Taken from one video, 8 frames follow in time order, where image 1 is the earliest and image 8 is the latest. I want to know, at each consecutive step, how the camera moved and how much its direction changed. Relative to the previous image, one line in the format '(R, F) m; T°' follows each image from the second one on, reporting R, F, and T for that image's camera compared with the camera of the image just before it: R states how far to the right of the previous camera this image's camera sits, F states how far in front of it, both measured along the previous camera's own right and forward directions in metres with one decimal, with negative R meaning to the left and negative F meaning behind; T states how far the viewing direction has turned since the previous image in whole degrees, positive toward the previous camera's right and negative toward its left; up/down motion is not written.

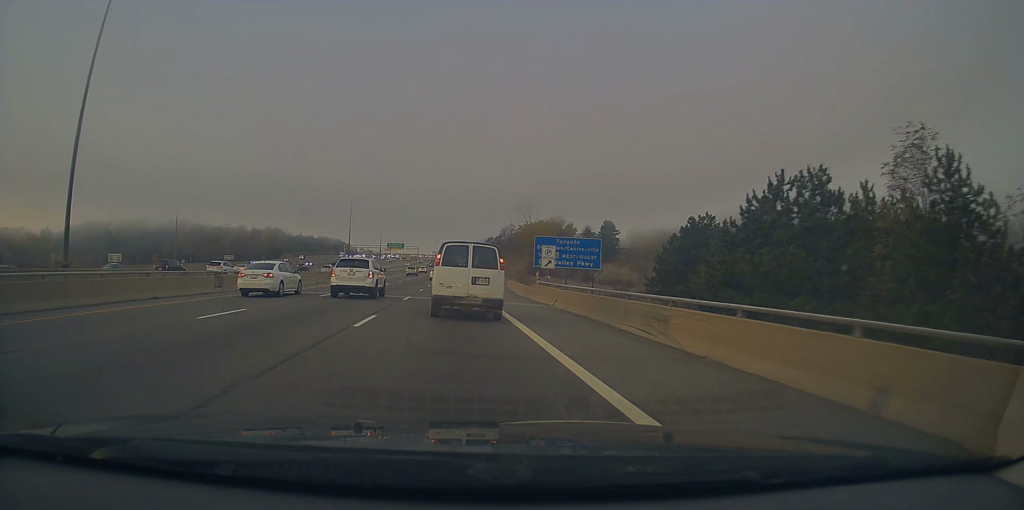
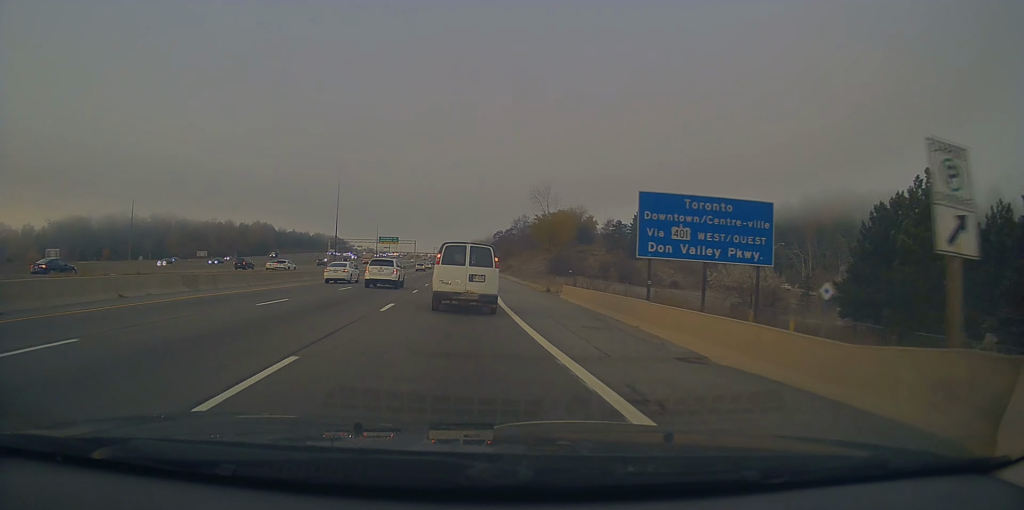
(+0.5, +32.1) m; 0°
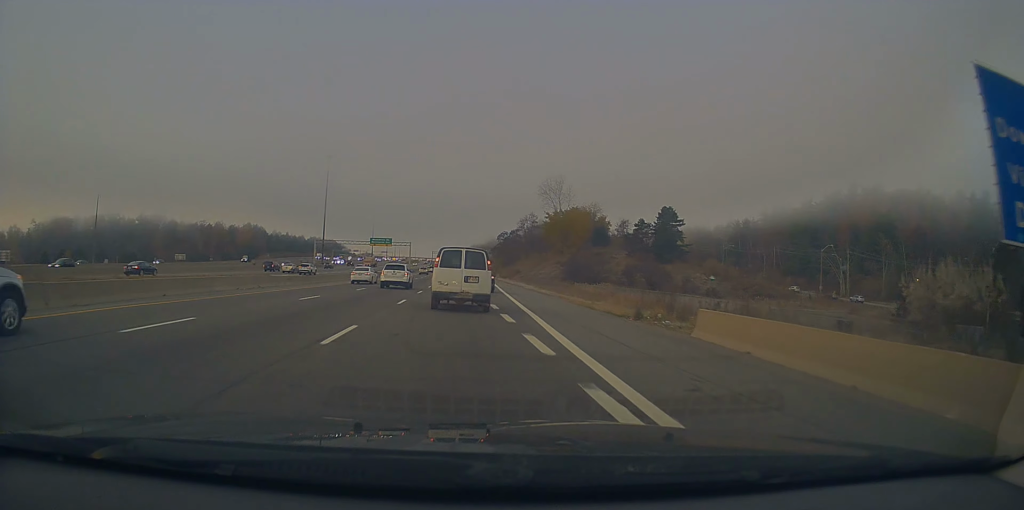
(-0.2, +19.4) m; 0°
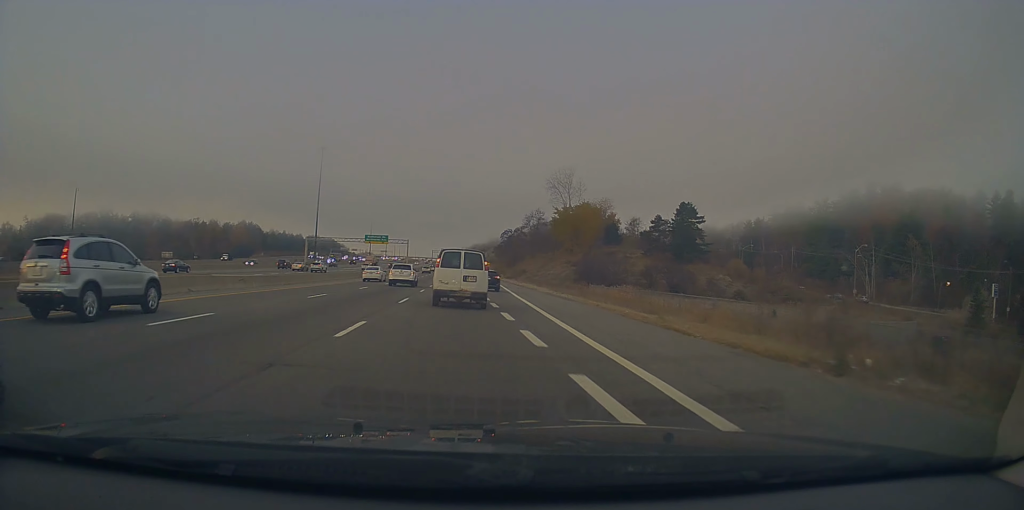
(0.0, +11.2) m; 0°
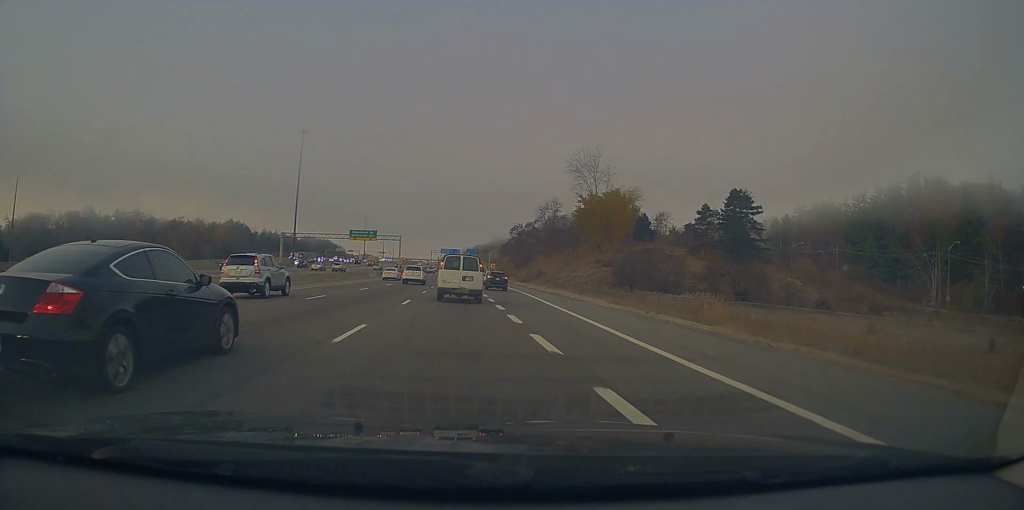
(+0.4, +24.2) m; 0°
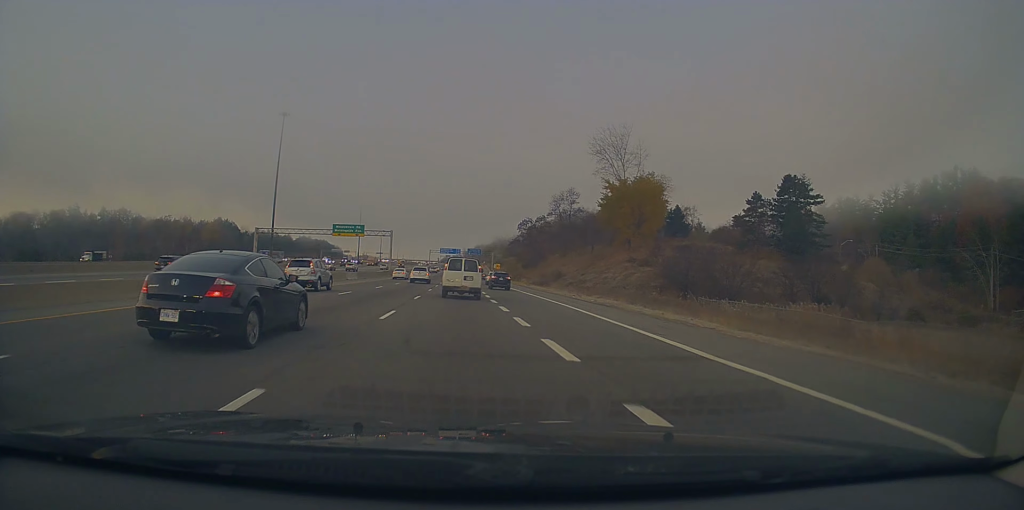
(-0.1, +18.5) m; -1°
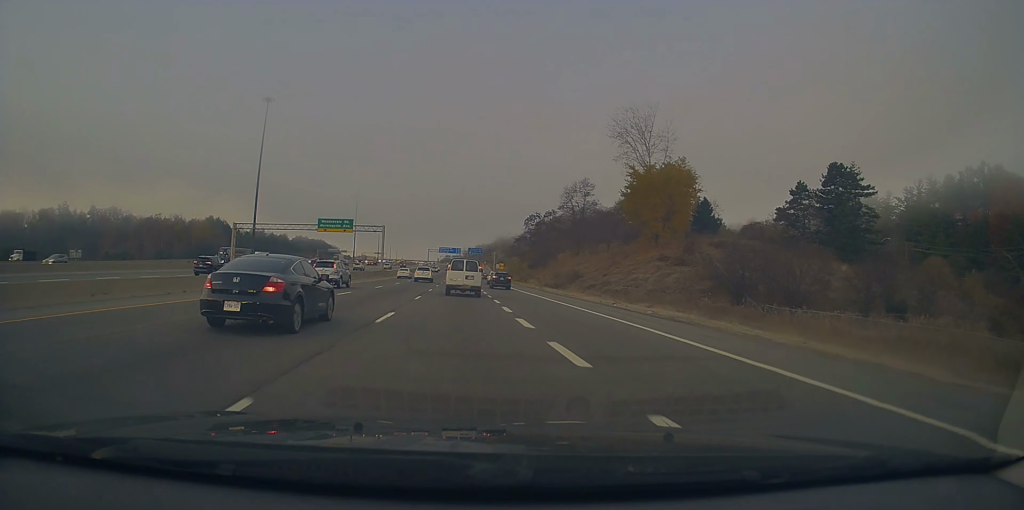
(-0.5, +12.5) m; 0°
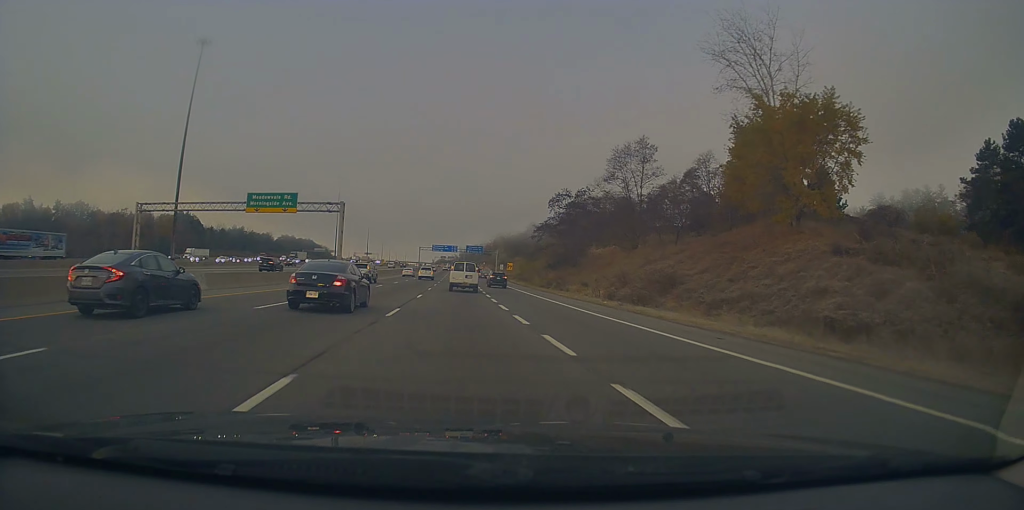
(+1.0, +34.5) m; +1°
